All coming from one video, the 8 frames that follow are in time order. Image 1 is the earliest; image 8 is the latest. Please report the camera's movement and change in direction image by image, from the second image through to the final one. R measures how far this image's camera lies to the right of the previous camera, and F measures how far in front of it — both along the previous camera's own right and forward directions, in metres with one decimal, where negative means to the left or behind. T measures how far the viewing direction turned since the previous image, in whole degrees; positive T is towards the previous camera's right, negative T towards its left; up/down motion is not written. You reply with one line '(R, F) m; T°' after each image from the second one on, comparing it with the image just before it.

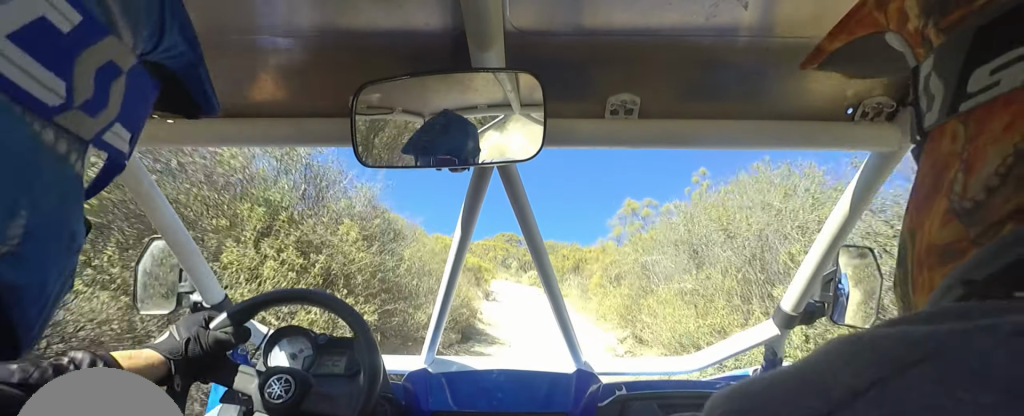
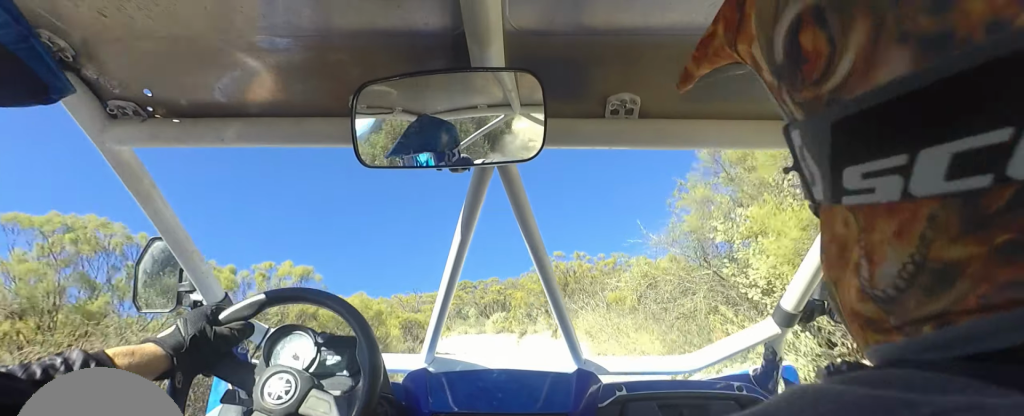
(-0.1, +11.0) m; 0°
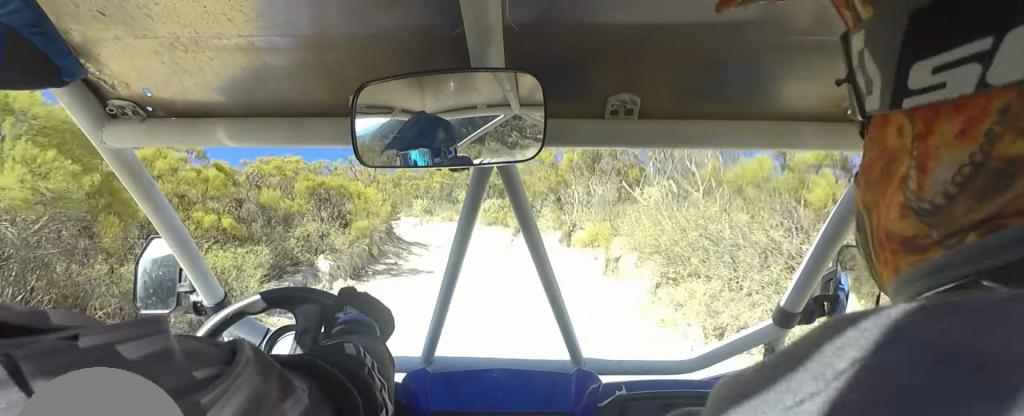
(+0.4, +6.7) m; -3°
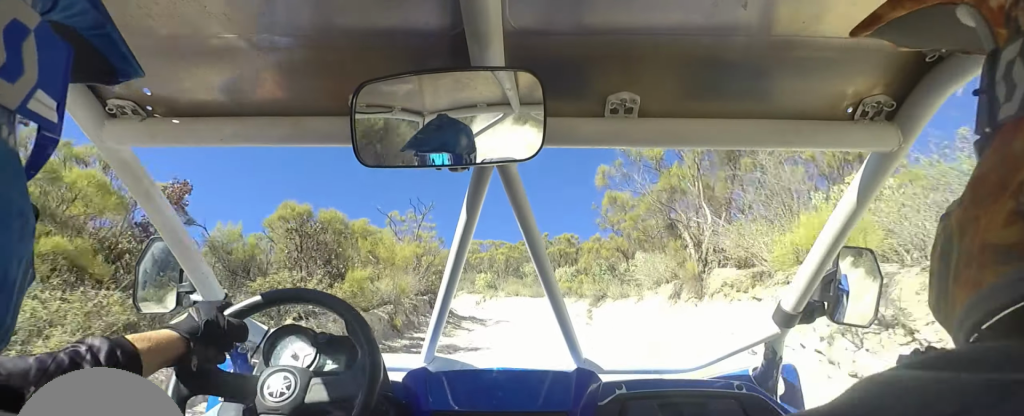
(-0.4, +4.0) m; -2°
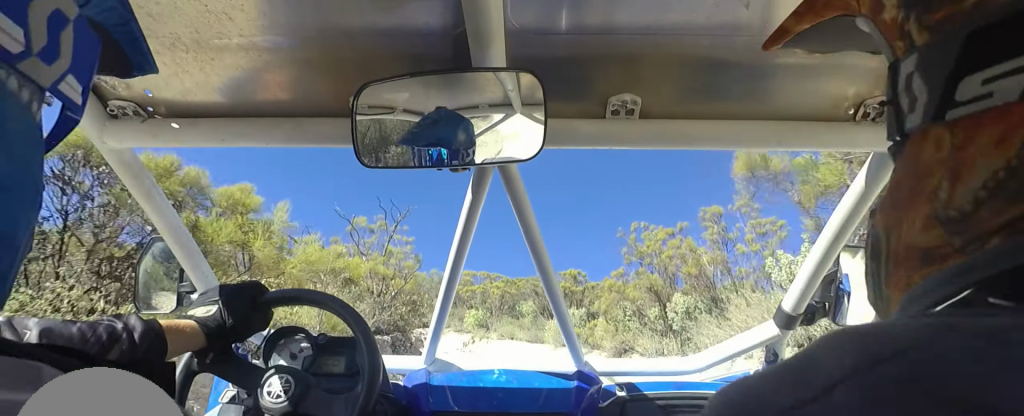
(-0.3, +3.4) m; -2°
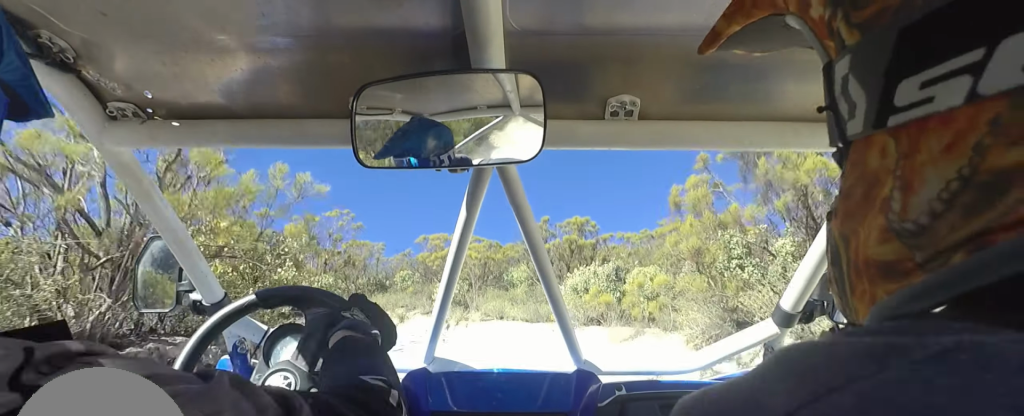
(+0.1, +6.2) m; -9°
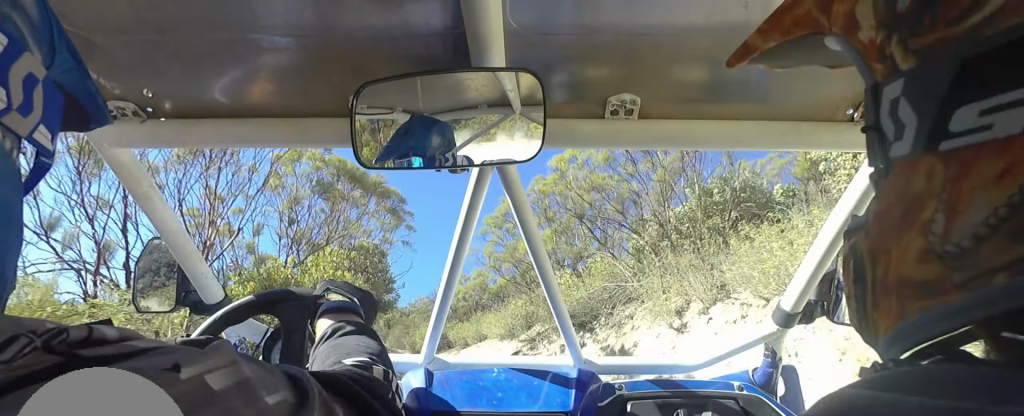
(-4.2, +17.0) m; -24°
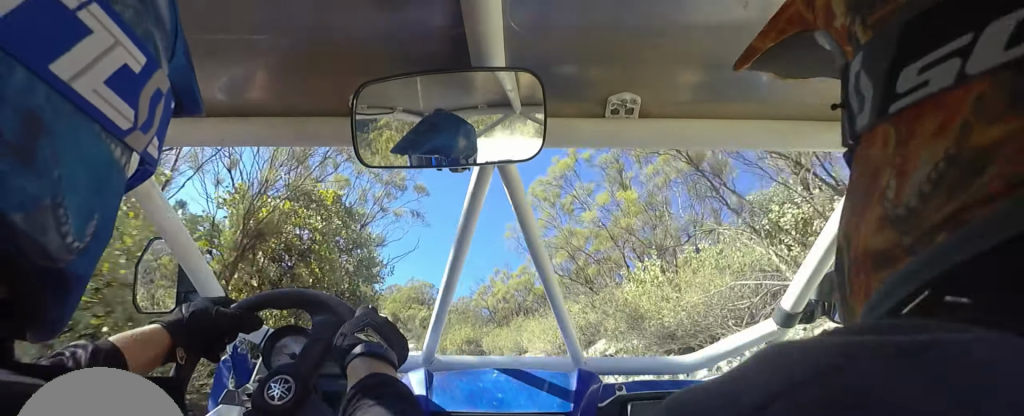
(-0.3, +3.4) m; -7°
